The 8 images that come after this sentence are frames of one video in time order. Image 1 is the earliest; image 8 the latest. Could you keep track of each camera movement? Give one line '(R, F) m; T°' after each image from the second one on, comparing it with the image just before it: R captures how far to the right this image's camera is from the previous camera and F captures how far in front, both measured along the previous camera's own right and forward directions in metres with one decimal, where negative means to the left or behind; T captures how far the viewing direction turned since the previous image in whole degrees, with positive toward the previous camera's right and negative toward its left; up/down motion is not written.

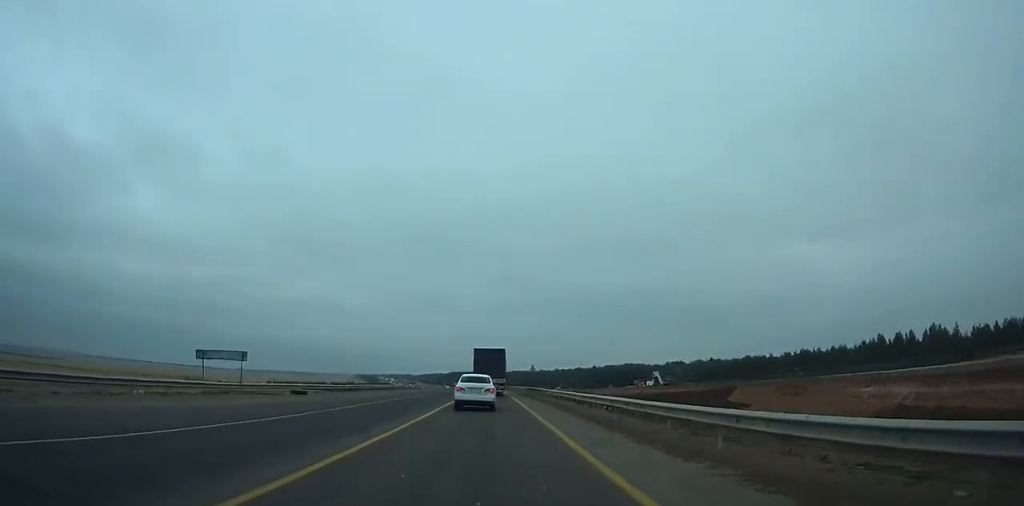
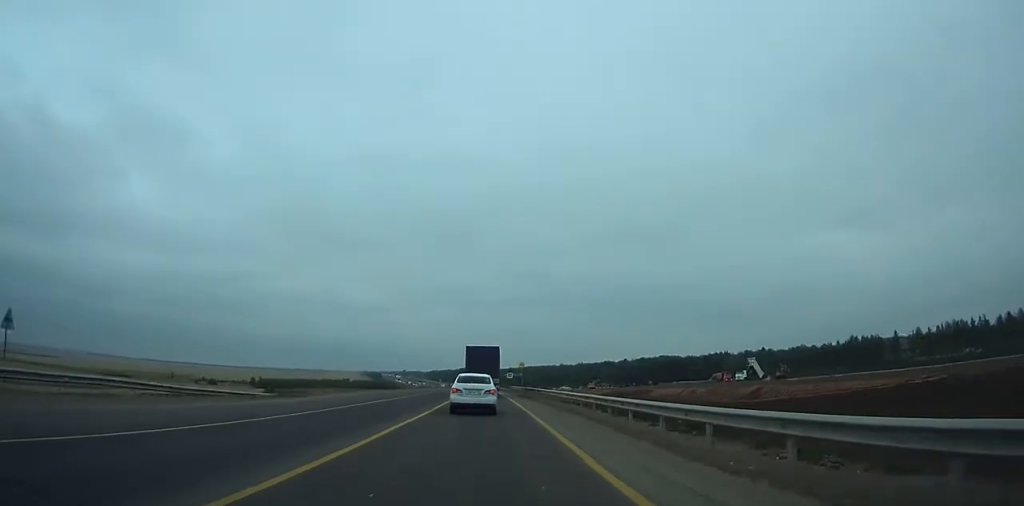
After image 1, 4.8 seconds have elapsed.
(-1.0, +87.6) m; -2°
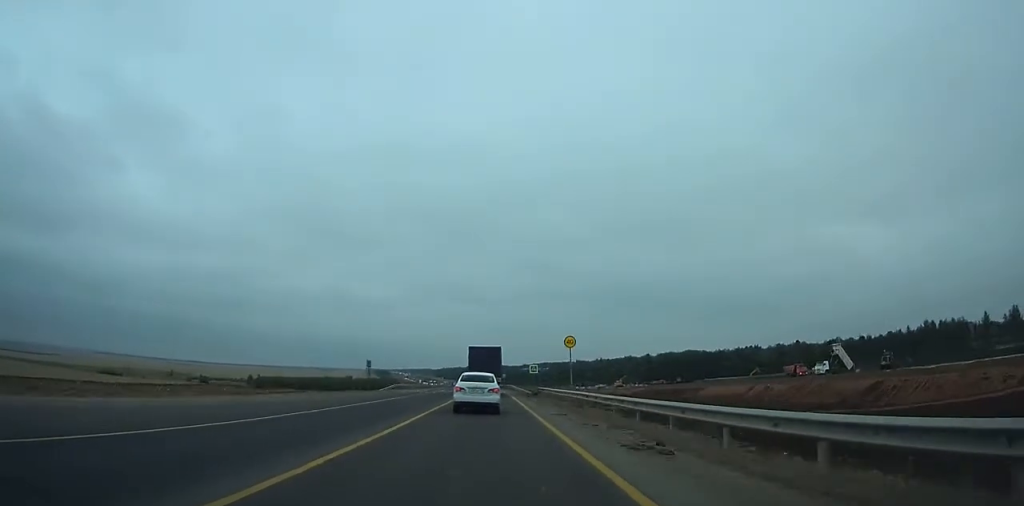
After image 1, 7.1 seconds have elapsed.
(-0.5, +39.5) m; -1°
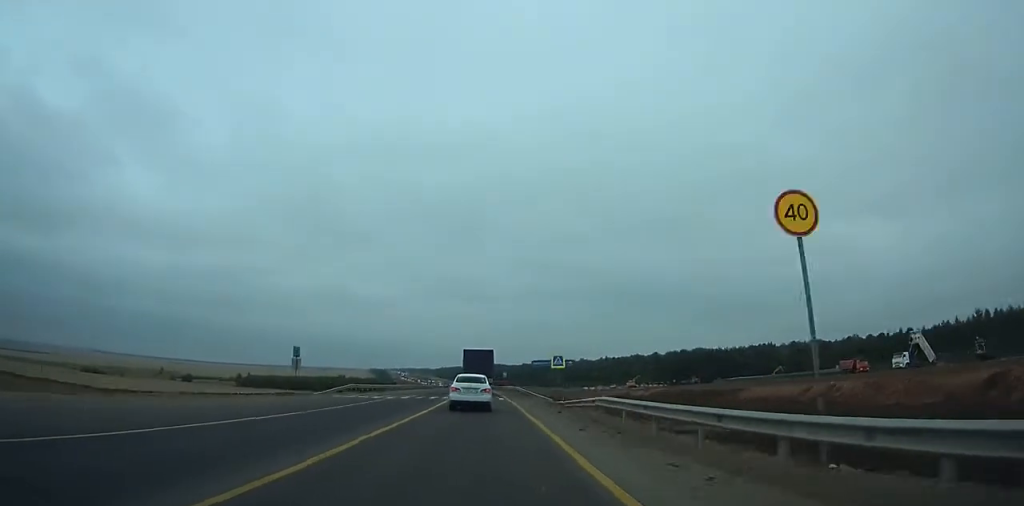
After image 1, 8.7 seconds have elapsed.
(-0.2, +26.8) m; -1°
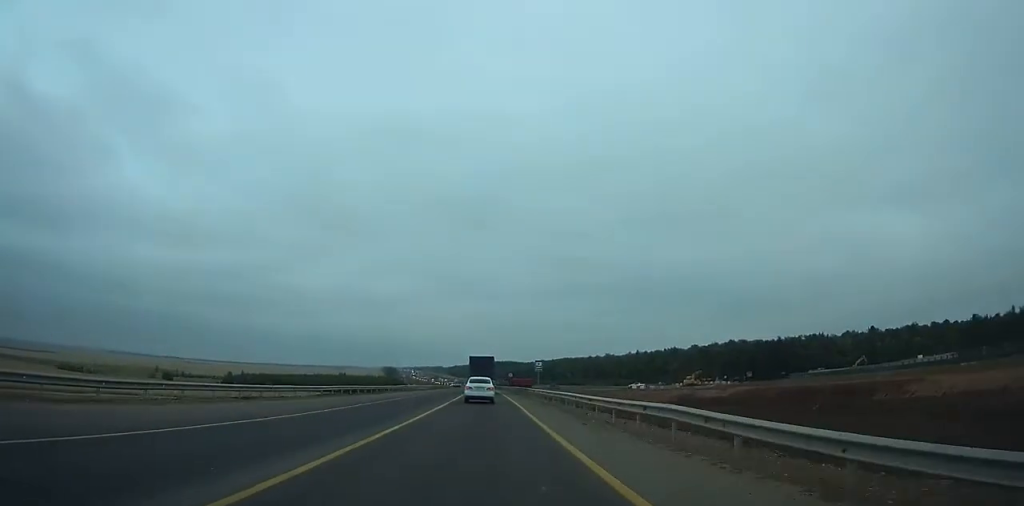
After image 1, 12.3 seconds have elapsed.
(-0.3, +57.5) m; -1°
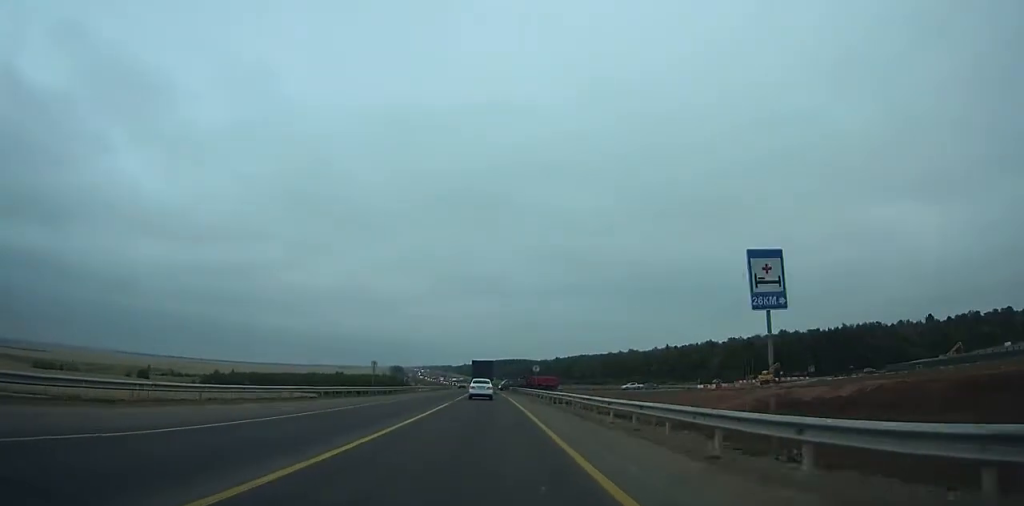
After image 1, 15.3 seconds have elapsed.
(-0.6, +48.1) m; -1°
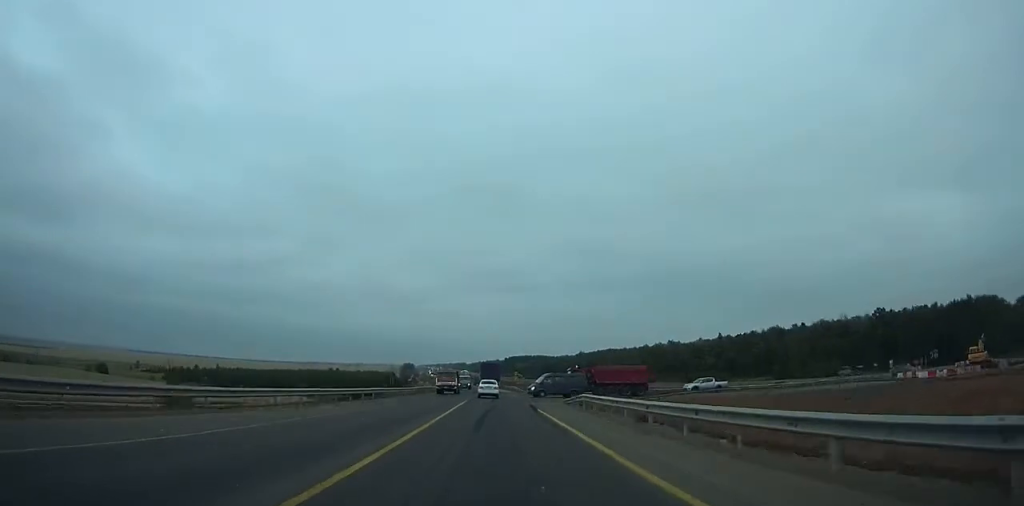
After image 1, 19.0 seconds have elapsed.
(-0.8, +63.5) m; +1°
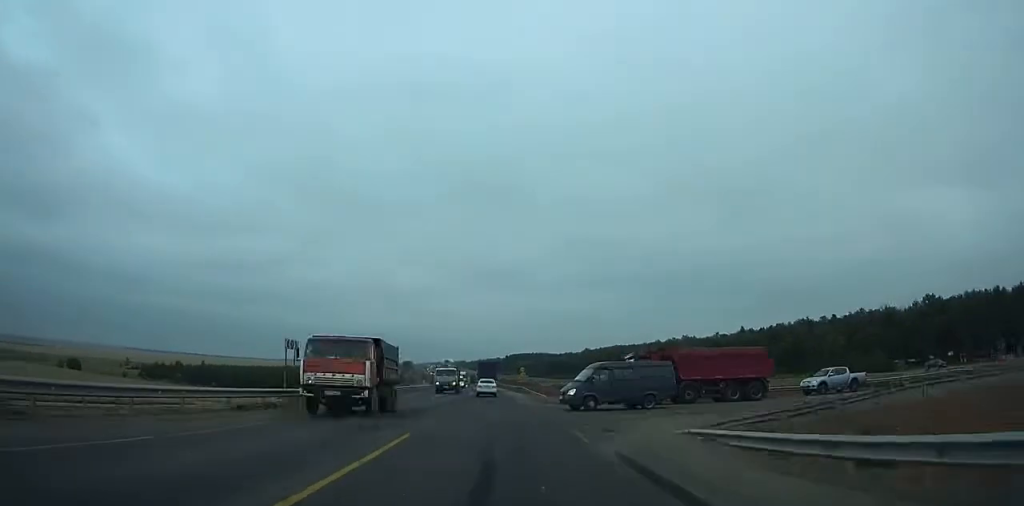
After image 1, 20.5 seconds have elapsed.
(-0.6, +27.2) m; +2°
